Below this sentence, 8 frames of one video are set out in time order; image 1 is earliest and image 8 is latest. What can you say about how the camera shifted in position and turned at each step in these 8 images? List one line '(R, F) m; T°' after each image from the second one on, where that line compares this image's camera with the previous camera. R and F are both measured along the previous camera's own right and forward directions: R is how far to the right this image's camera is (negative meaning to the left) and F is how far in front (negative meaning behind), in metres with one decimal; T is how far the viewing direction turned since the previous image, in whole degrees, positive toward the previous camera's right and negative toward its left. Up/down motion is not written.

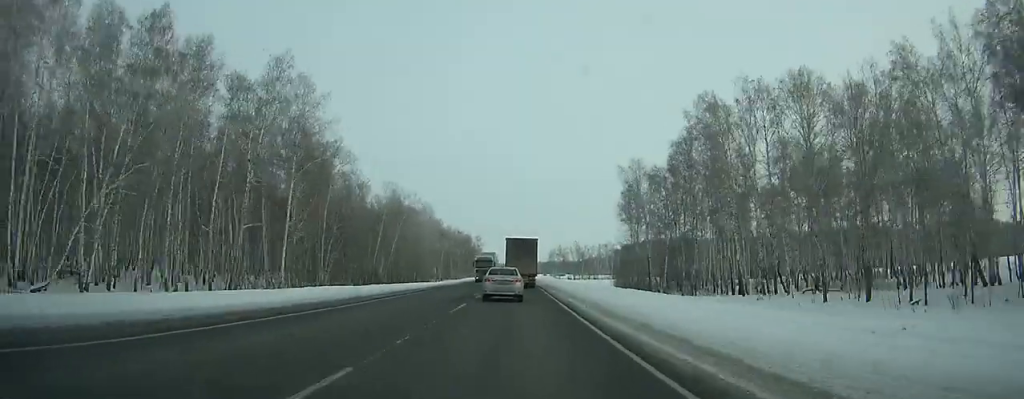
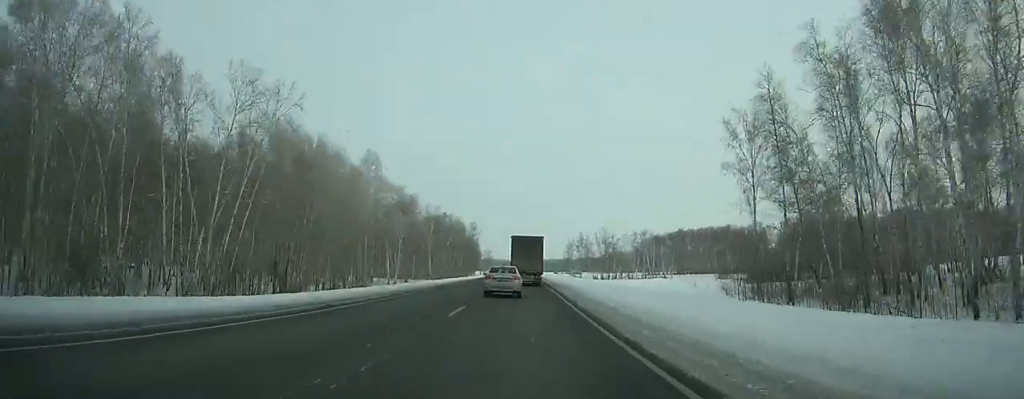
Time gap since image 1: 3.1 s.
(-0.3, +68.8) m; 0°
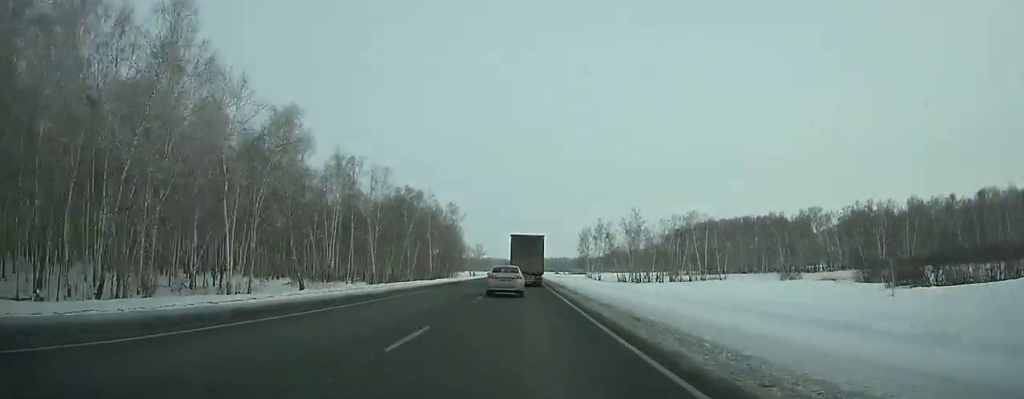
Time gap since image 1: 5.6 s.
(0.0, +55.3) m; 0°
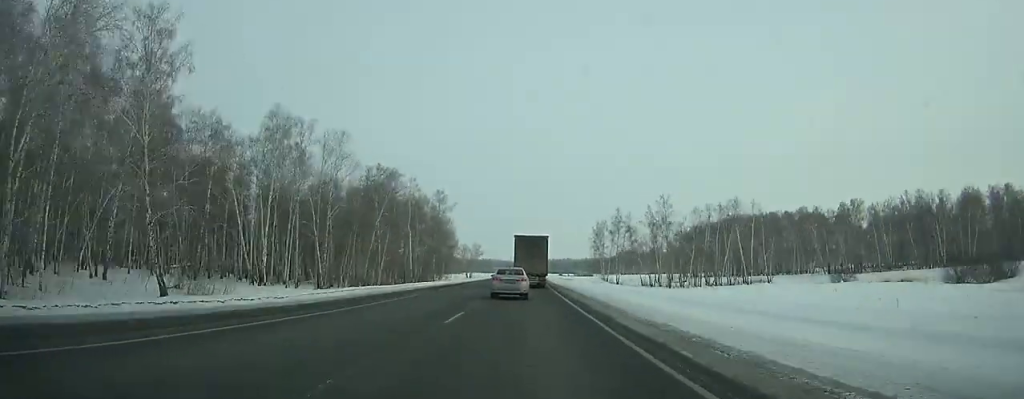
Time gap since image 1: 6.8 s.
(0.0, +26.5) m; 0°
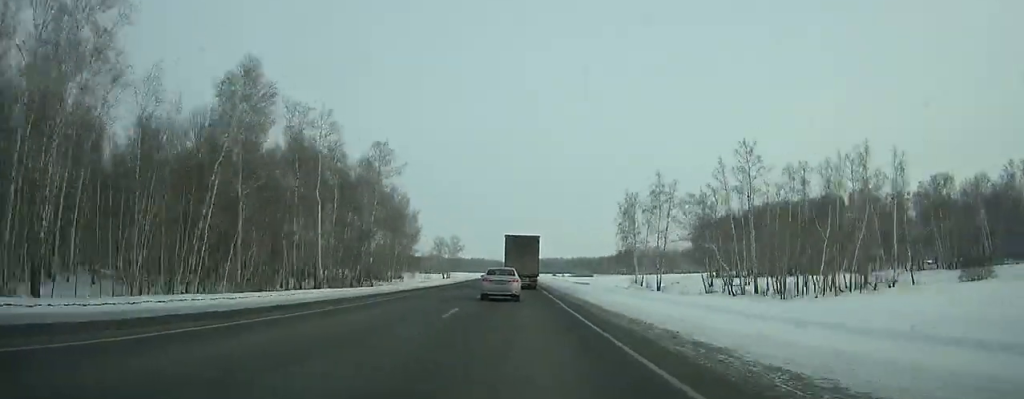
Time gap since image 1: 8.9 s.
(0.0, +46.0) m; 0°
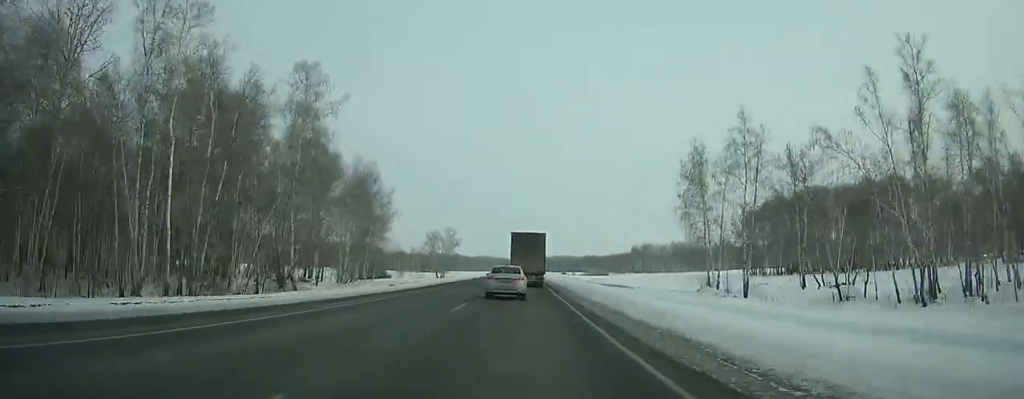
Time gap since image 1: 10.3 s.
(0.0, +30.3) m; 0°
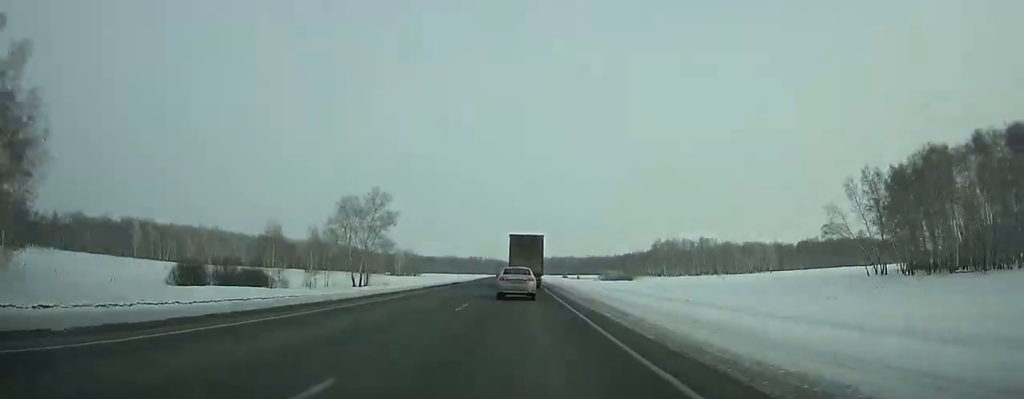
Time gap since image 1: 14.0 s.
(0.0, +79.5) m; 0°
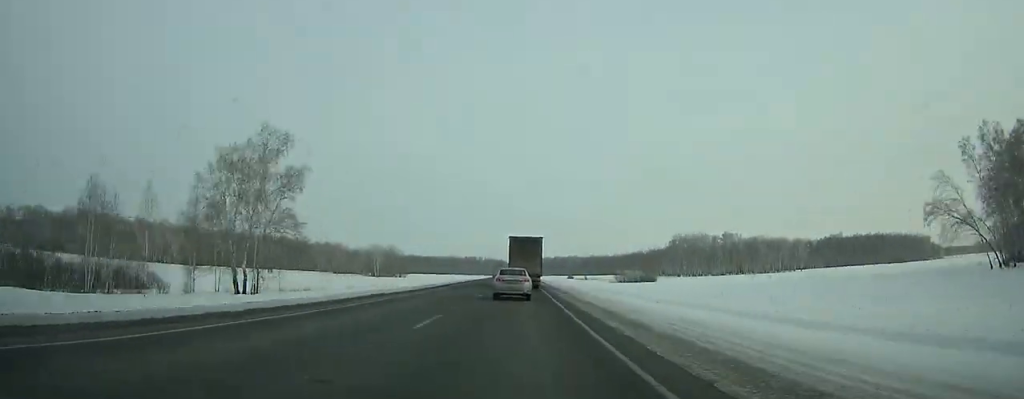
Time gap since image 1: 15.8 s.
(0.0, +38.4) m; 0°
